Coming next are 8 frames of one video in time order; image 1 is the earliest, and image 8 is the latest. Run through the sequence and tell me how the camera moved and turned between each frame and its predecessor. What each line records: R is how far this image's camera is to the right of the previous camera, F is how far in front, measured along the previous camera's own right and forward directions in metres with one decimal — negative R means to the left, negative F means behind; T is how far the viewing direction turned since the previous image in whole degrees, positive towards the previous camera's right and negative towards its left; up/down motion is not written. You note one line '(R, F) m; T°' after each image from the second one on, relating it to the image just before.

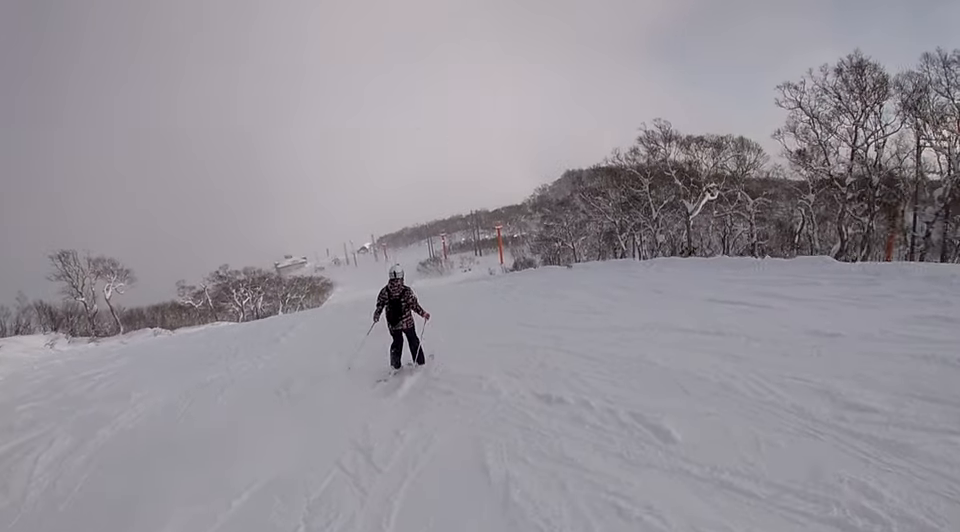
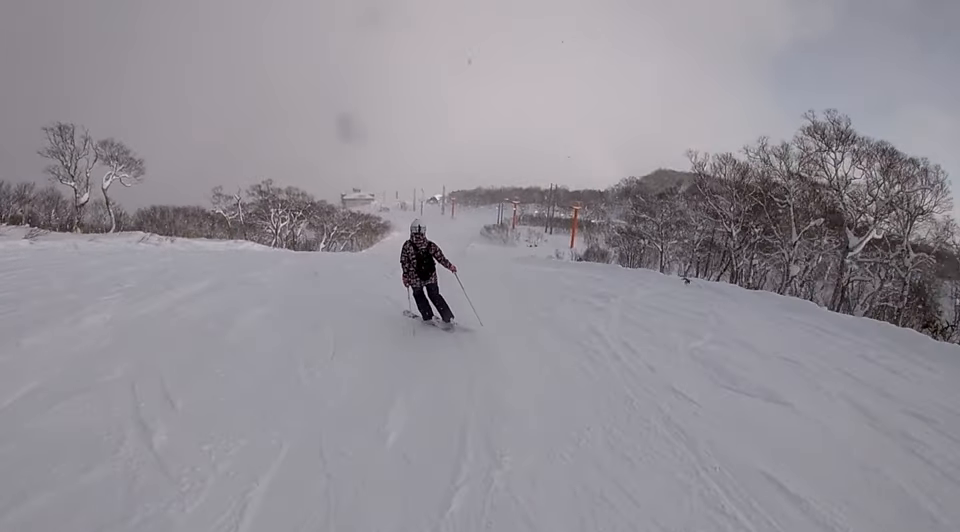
(-0.3, +10.0) m; -16°
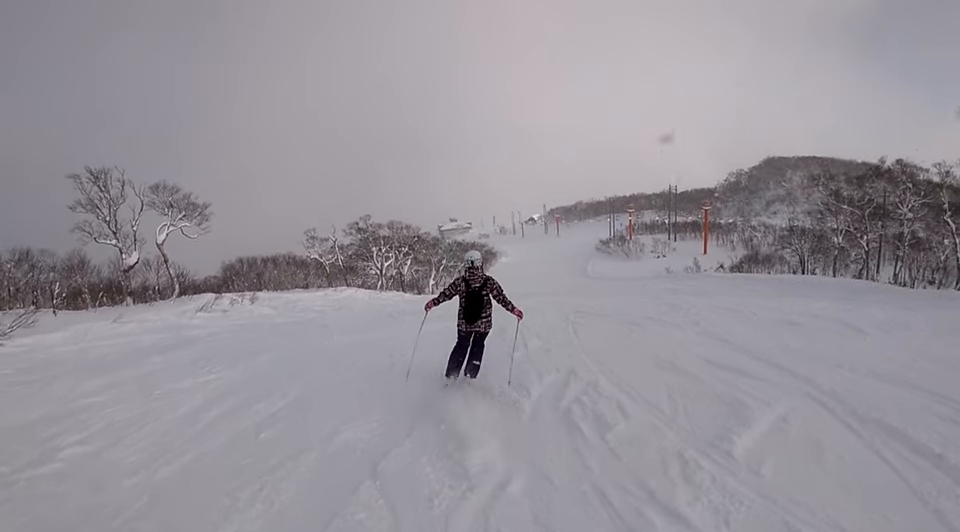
(-4.2, +12.1) m; -16°
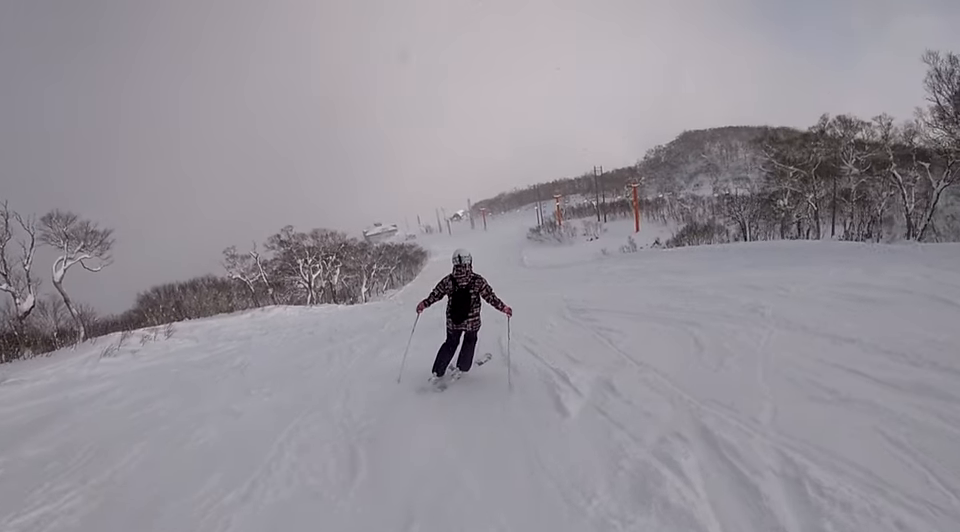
(+0.4, +3.5) m; +14°
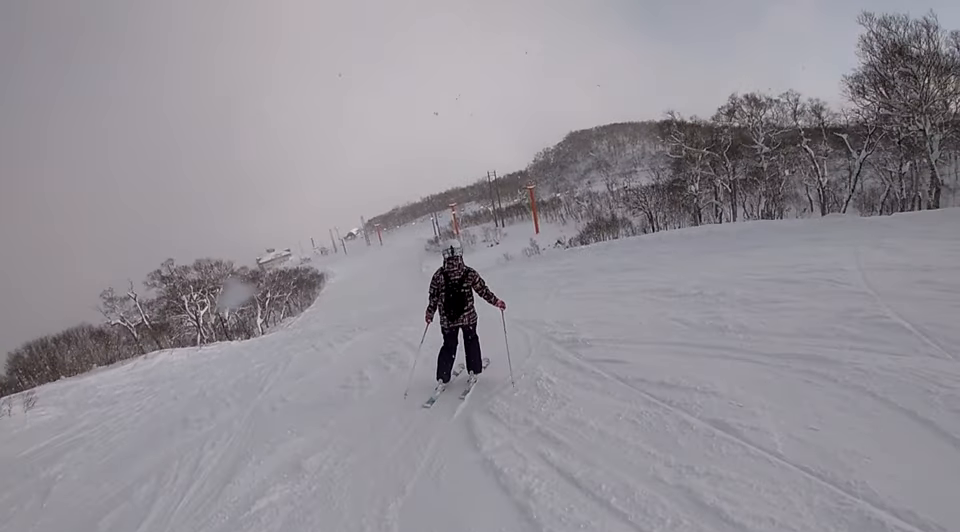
(+0.6, +4.1) m; +13°
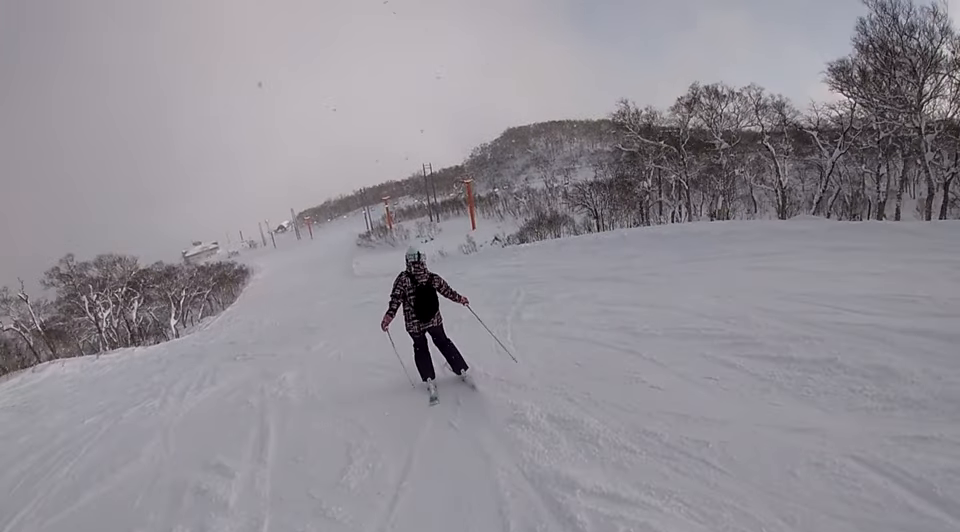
(+1.0, +4.8) m; +8°
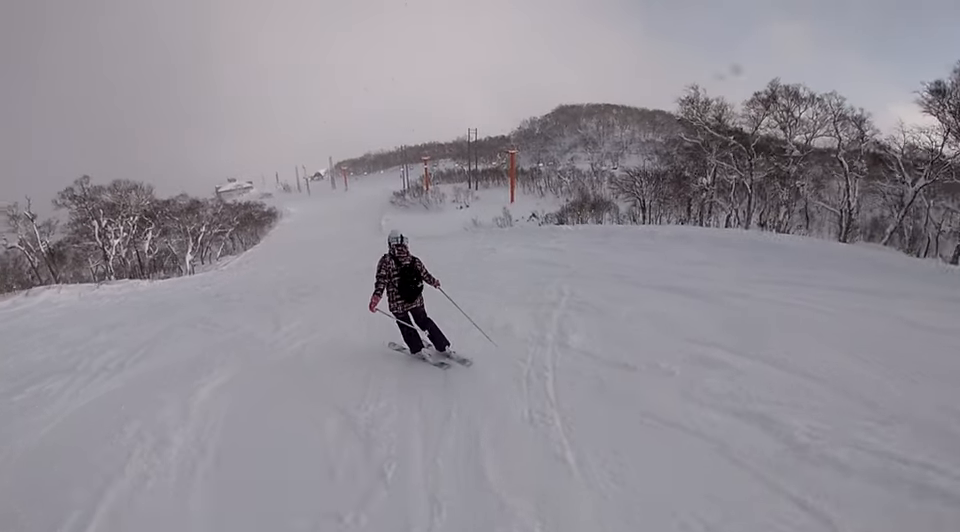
(-0.1, +3.3) m; -7°
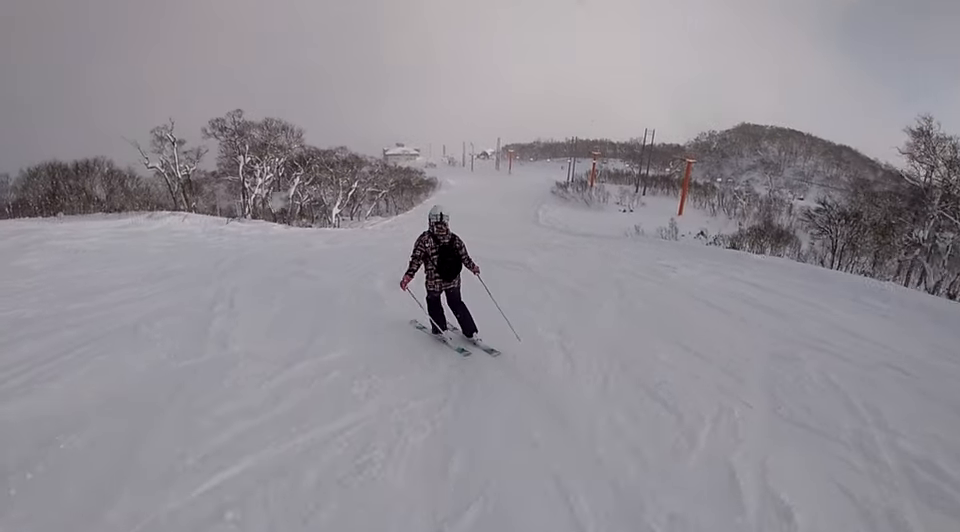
(-0.3, +5.0) m; -10°
